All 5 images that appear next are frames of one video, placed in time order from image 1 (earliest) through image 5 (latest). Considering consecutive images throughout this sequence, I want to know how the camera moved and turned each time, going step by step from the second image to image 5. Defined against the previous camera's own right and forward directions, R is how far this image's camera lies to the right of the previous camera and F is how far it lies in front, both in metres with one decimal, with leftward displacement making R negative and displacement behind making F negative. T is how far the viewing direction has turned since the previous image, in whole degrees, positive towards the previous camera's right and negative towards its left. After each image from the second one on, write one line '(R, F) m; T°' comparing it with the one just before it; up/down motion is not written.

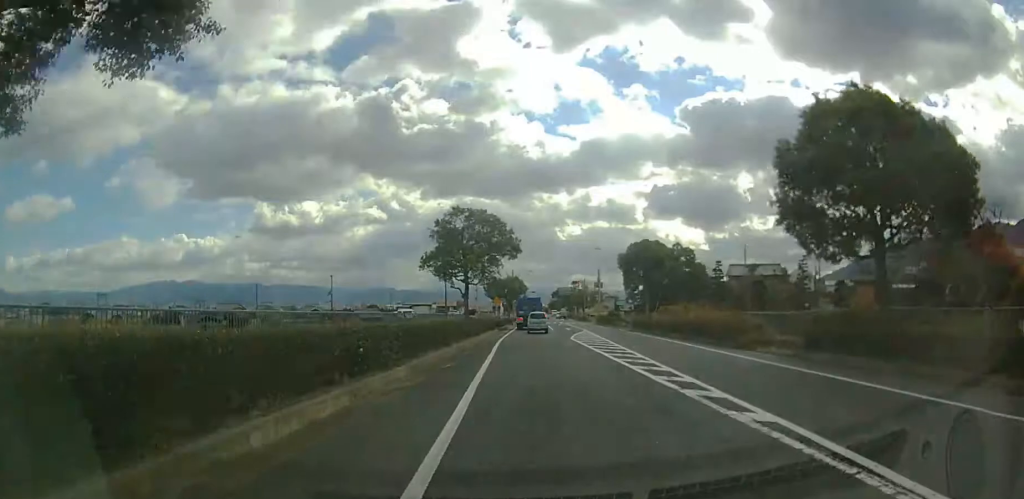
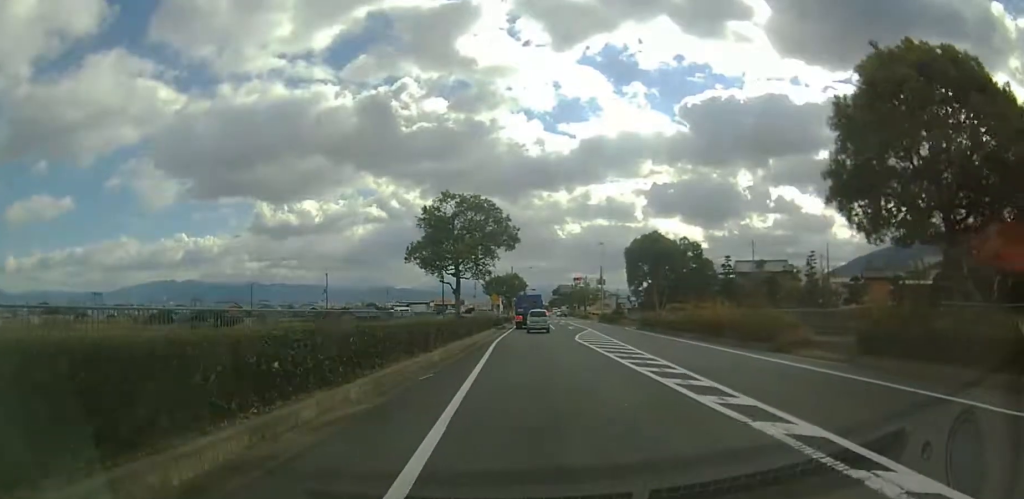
(0.0, +3.9) m; 0°
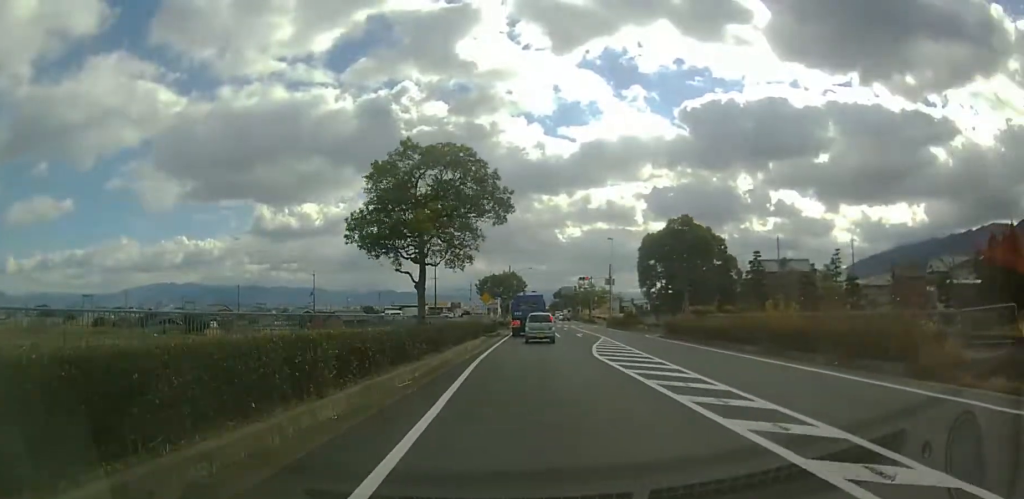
(-0.1, +9.3) m; 0°
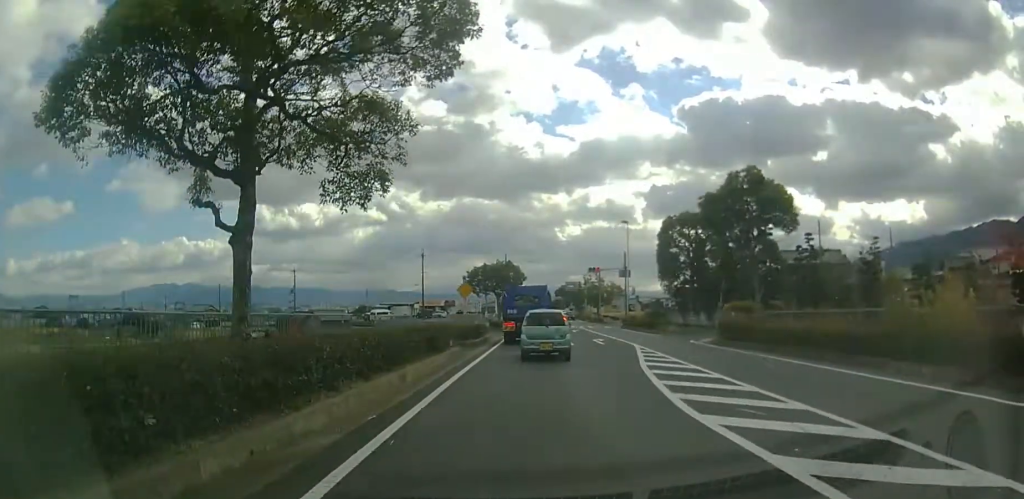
(+0.1, +13.3) m; +1°
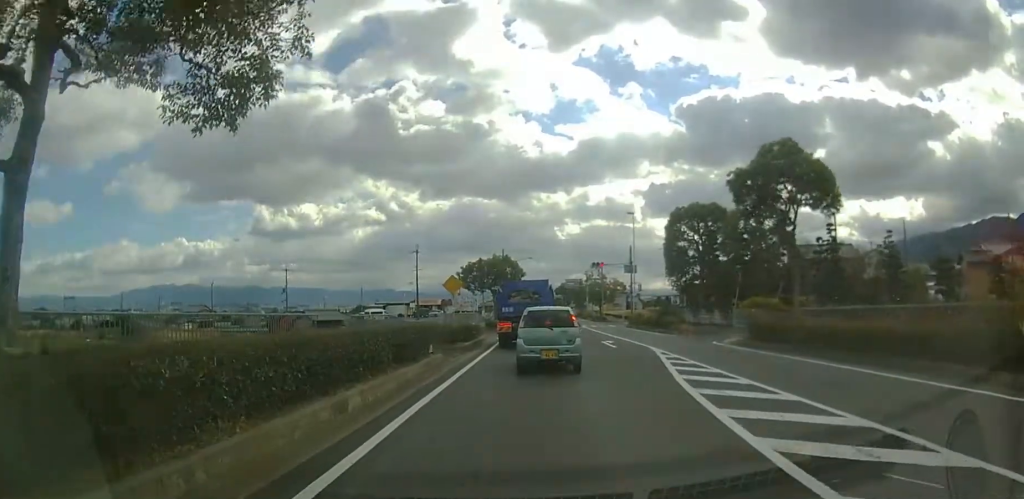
(0.0, +4.9) m; +1°
